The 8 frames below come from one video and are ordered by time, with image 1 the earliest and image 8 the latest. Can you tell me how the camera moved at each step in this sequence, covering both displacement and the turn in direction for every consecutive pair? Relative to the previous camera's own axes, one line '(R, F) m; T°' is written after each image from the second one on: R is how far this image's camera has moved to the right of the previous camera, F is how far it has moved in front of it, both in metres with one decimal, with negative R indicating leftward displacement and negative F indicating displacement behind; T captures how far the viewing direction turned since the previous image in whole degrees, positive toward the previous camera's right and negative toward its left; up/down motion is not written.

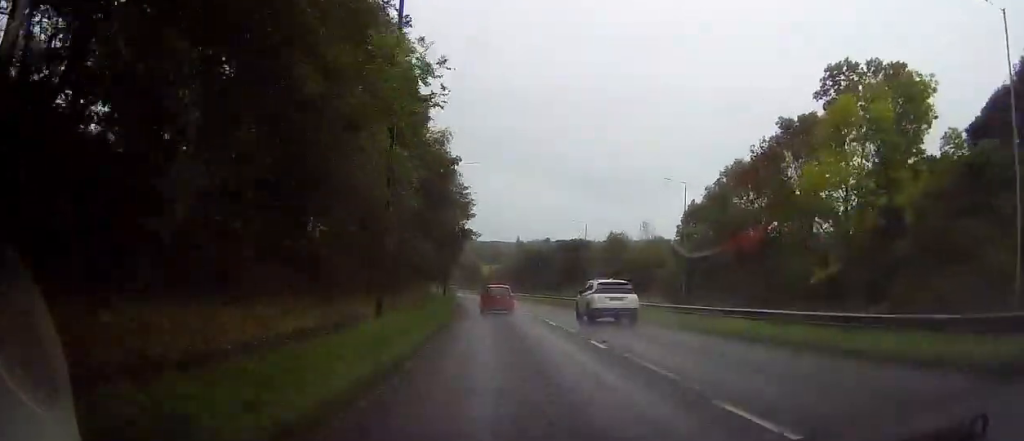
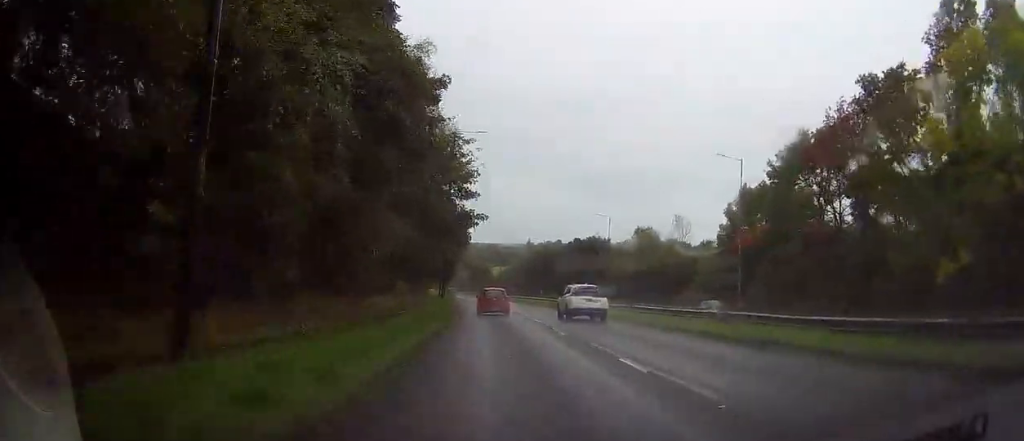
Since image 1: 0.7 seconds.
(-0.3, +12.9) m; -1°
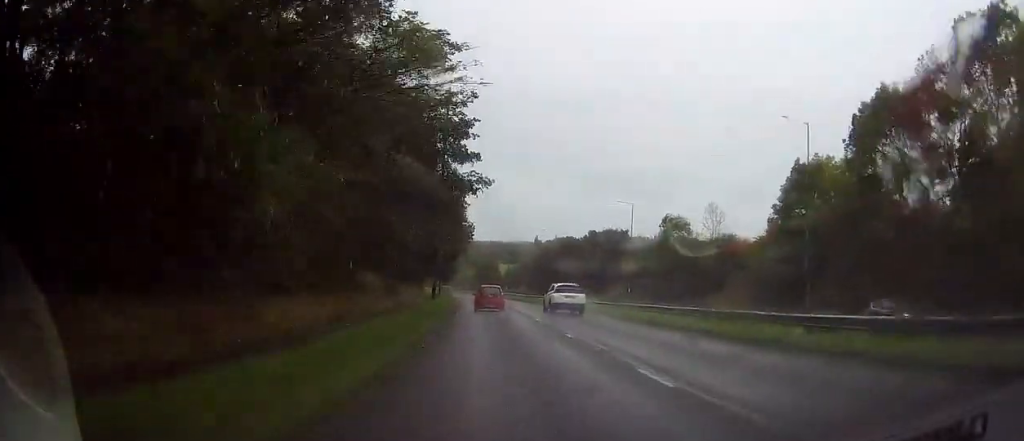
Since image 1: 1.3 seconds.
(-0.1, +11.1) m; -1°
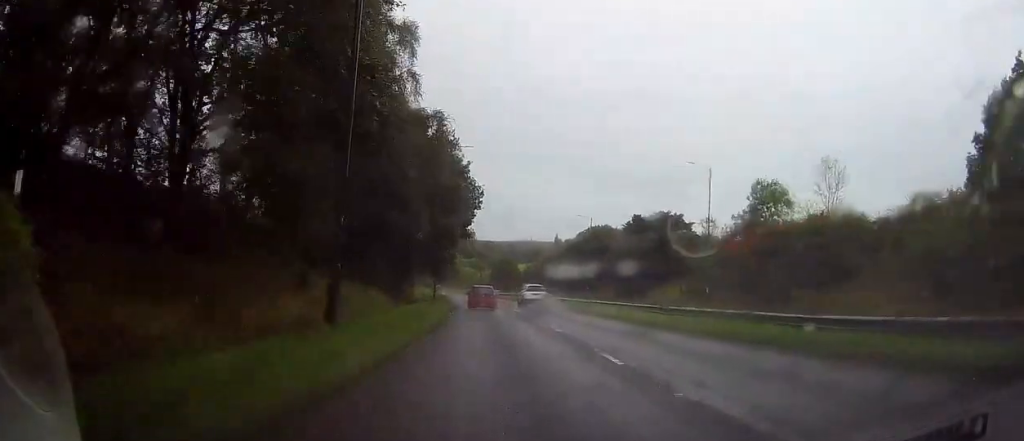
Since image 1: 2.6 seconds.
(-0.1, +24.7) m; -1°
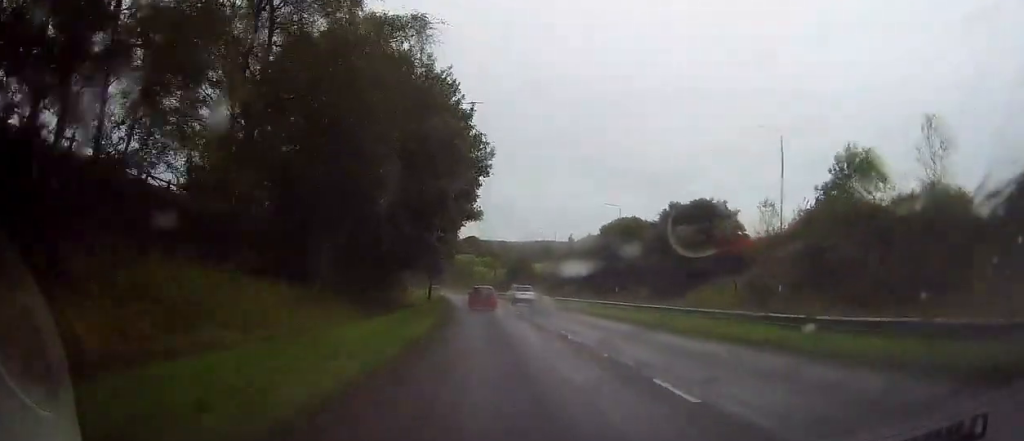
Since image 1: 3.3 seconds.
(-0.1, +13.0) m; -1°
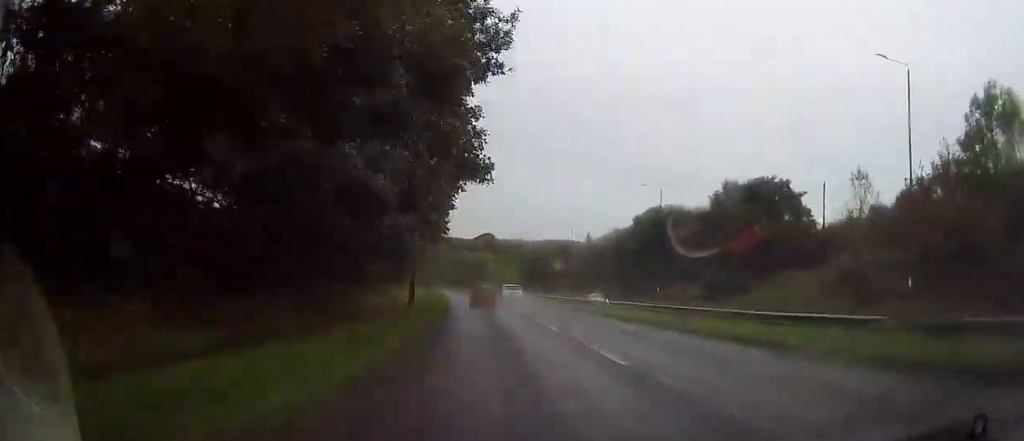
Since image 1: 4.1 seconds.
(-0.4, +14.3) m; 0°
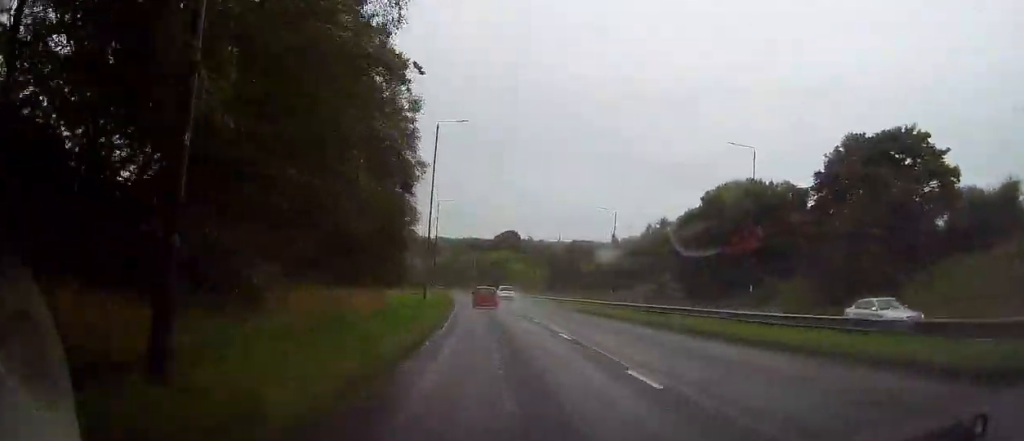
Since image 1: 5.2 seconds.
(+0.2, +20.8) m; -2°
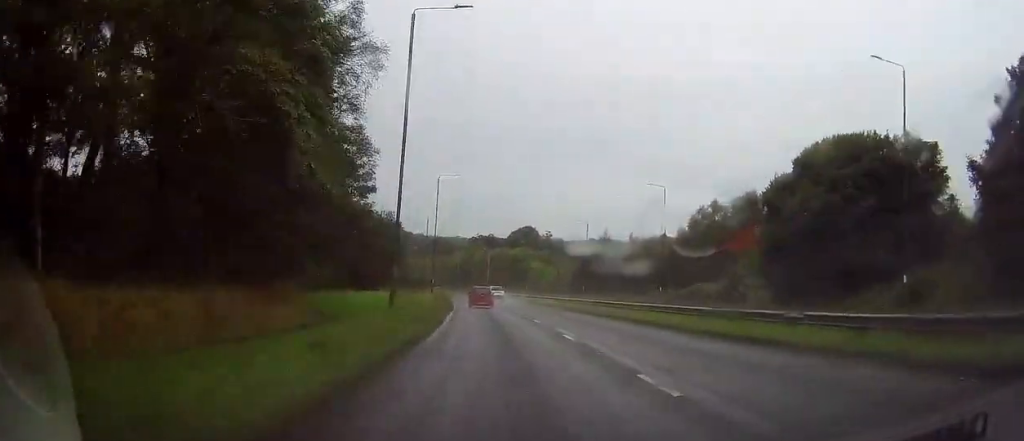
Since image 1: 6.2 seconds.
(-0.9, +19.1) m; -3°
